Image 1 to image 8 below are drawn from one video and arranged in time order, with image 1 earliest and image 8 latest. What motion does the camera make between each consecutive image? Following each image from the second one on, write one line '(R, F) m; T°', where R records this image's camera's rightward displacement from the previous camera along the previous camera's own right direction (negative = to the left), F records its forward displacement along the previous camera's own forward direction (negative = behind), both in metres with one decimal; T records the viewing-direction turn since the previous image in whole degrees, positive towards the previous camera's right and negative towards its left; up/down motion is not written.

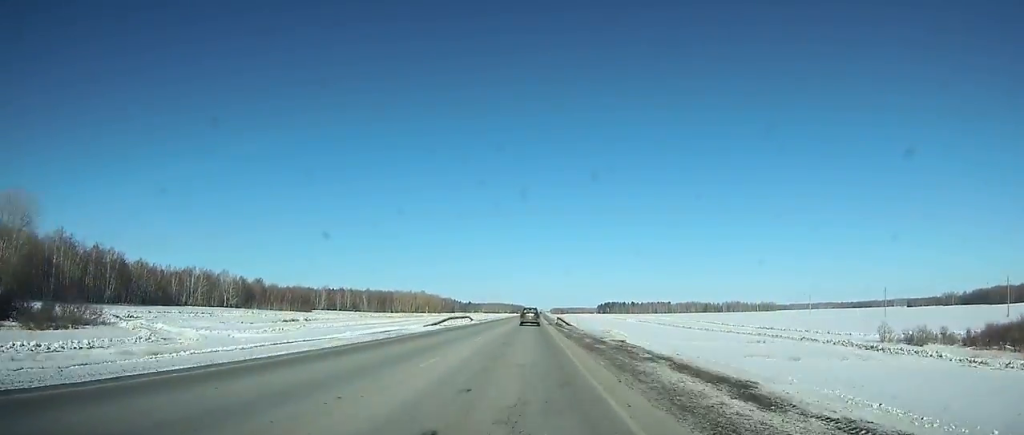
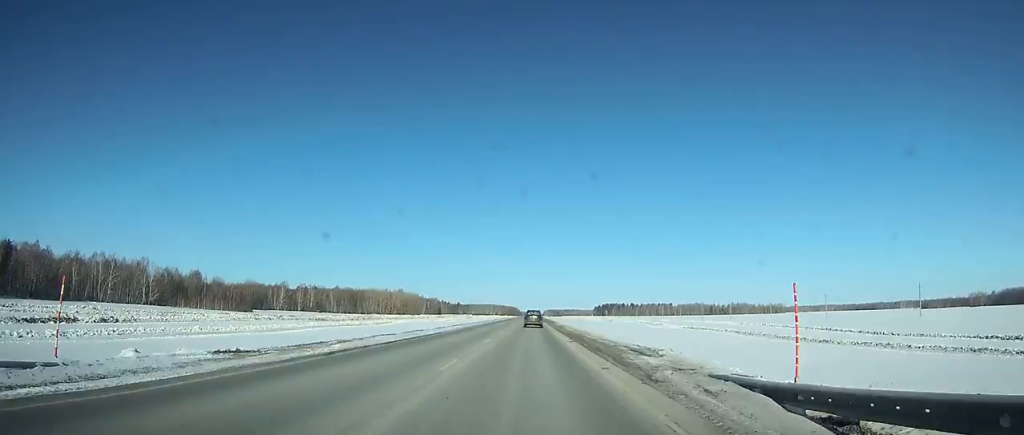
(0.0, +72.1) m; 0°
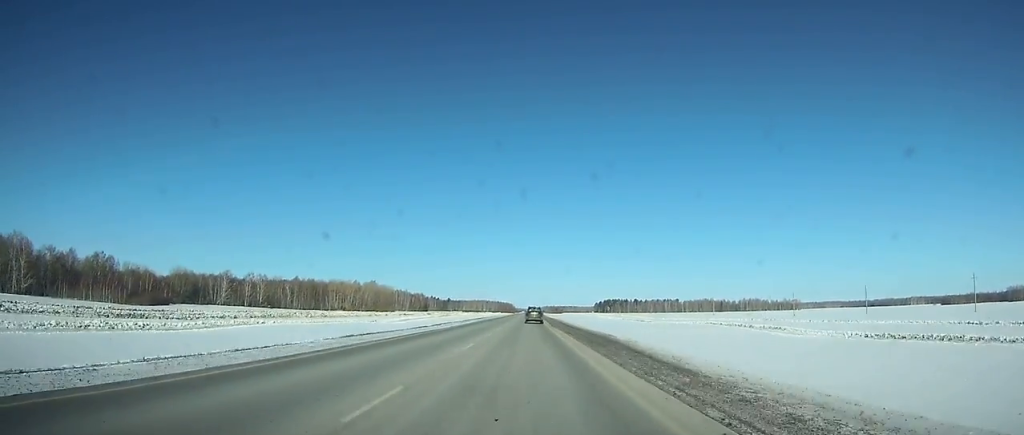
(+0.4, +78.7) m; 0°
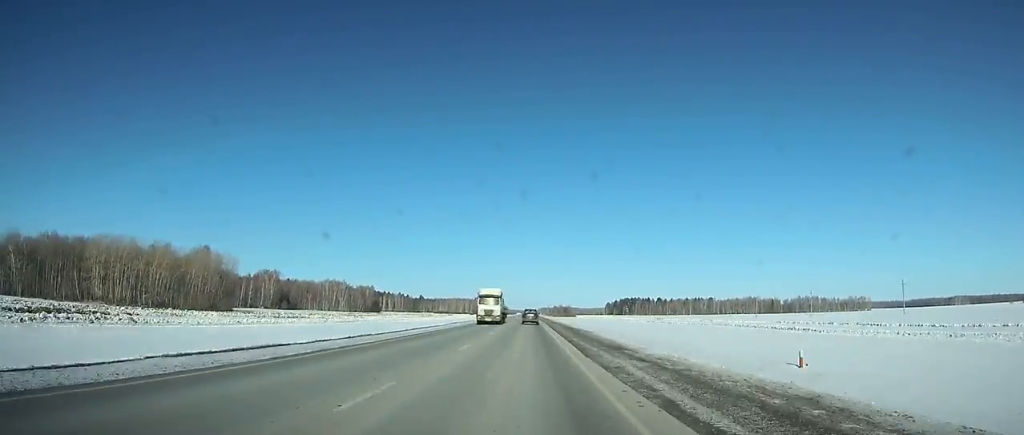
(+1.1, +224.2) m; 0°
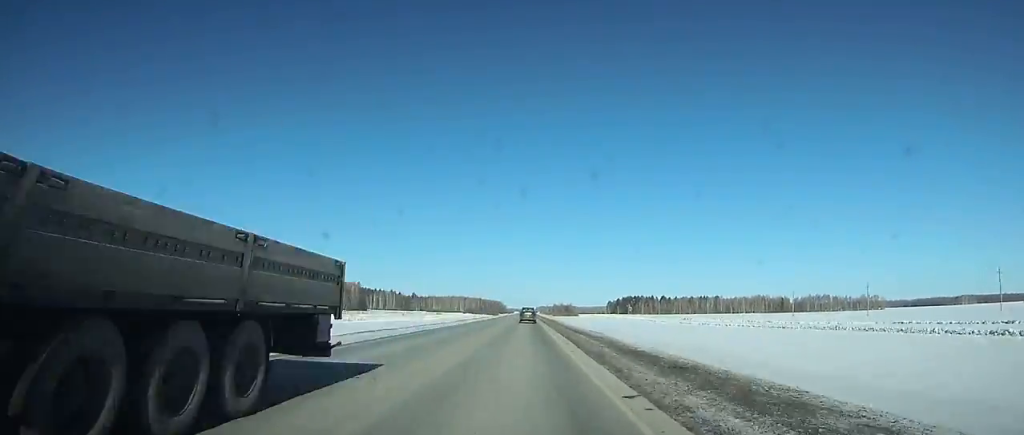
(0.0, +36.0) m; 0°
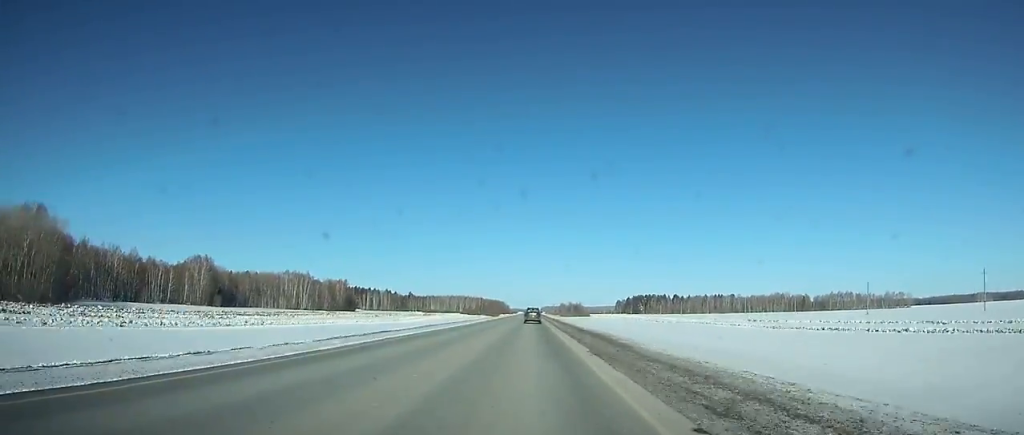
(0.0, +47.3) m; 0°
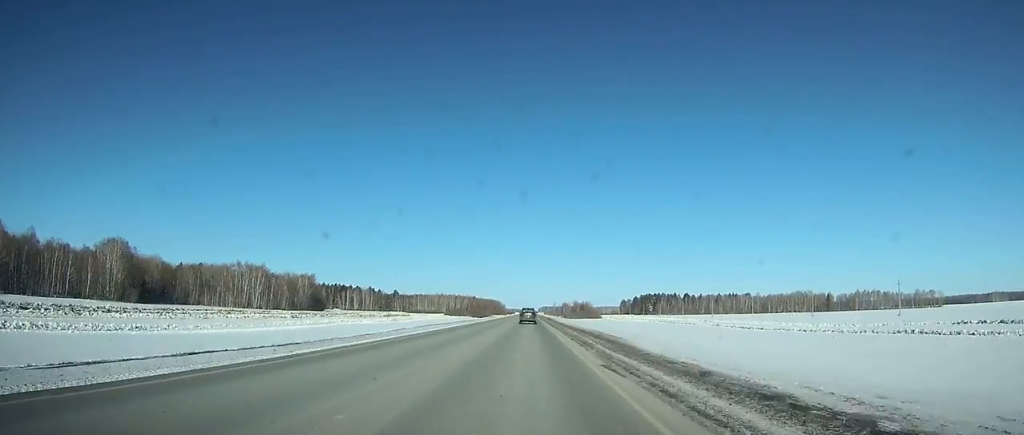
(0.0, +64.7) m; 0°
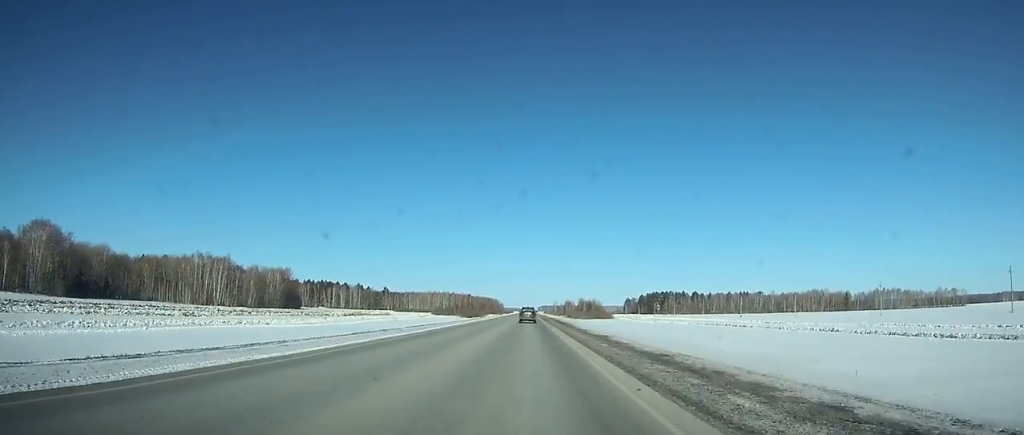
(0.0, +39.5) m; 0°
